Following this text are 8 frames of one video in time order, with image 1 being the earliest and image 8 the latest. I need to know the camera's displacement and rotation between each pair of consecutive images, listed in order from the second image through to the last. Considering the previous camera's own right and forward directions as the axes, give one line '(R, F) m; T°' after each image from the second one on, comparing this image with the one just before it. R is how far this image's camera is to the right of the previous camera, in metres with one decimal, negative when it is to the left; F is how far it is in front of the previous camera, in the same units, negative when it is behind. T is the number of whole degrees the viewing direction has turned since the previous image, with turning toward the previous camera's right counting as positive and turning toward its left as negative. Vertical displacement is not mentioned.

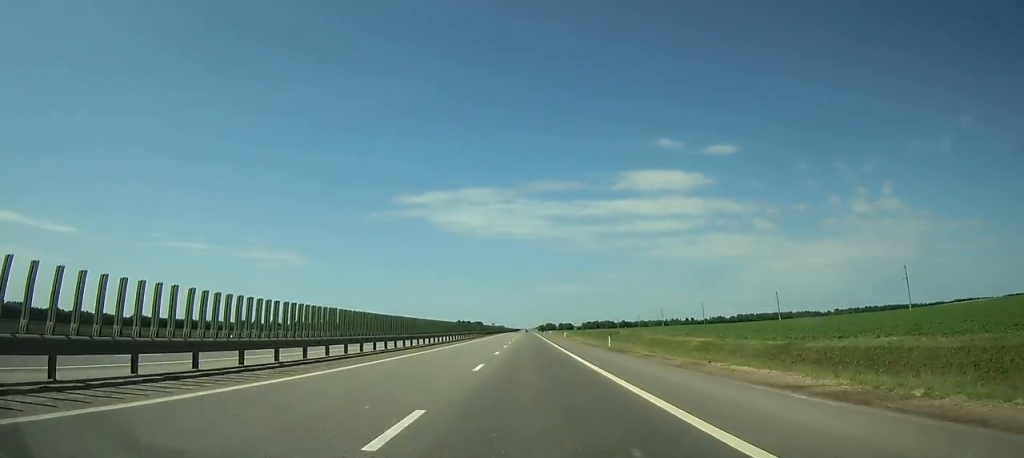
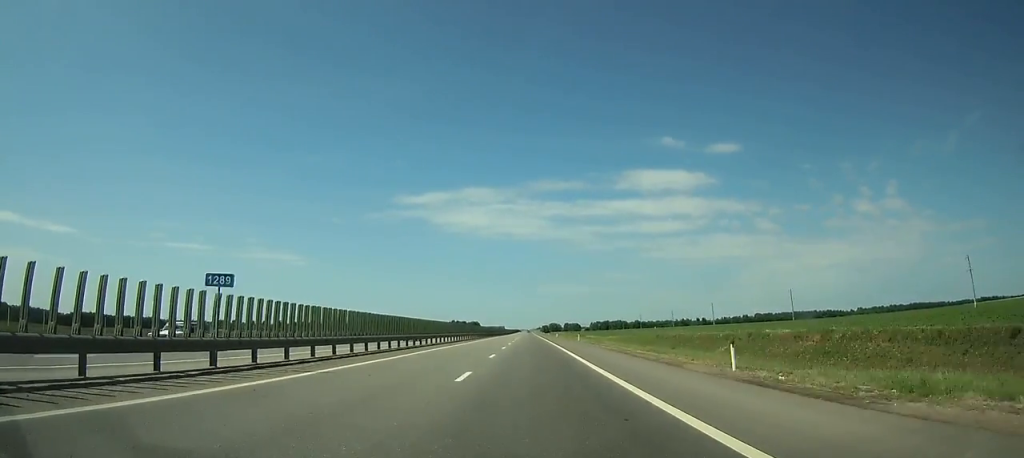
(-0.4, +125.4) m; 0°
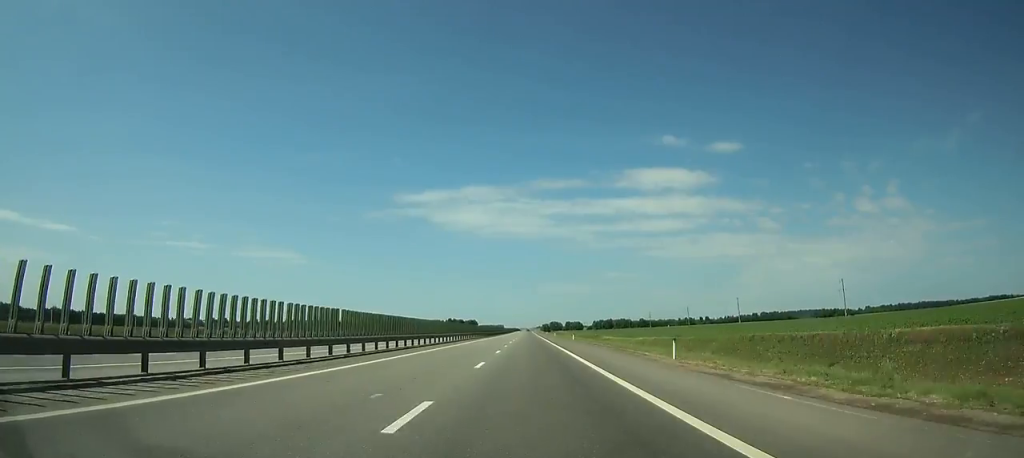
(0.0, +42.0) m; 0°
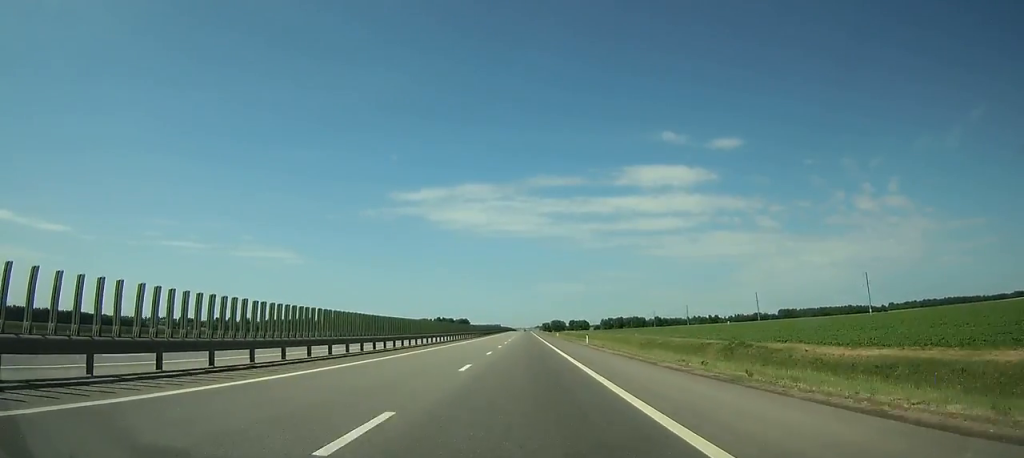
(+0.2, +118.2) m; 0°
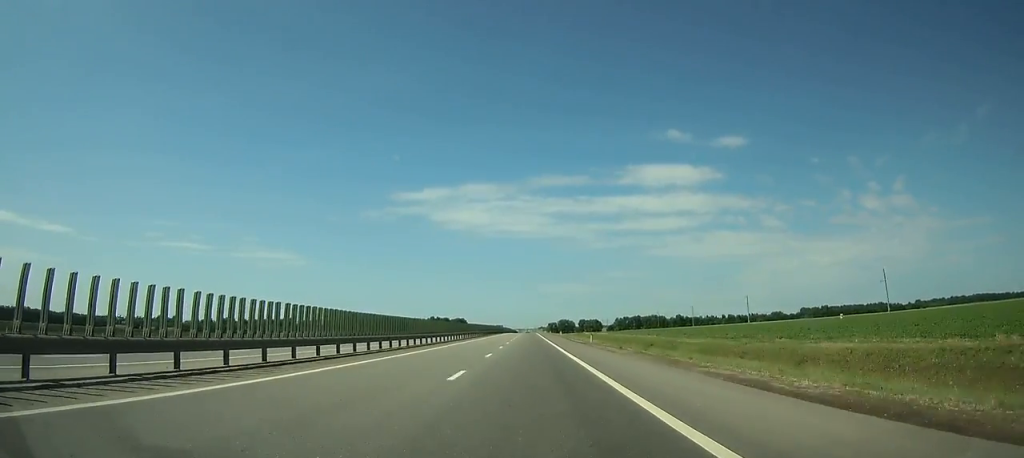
(-0.1, +102.2) m; 0°
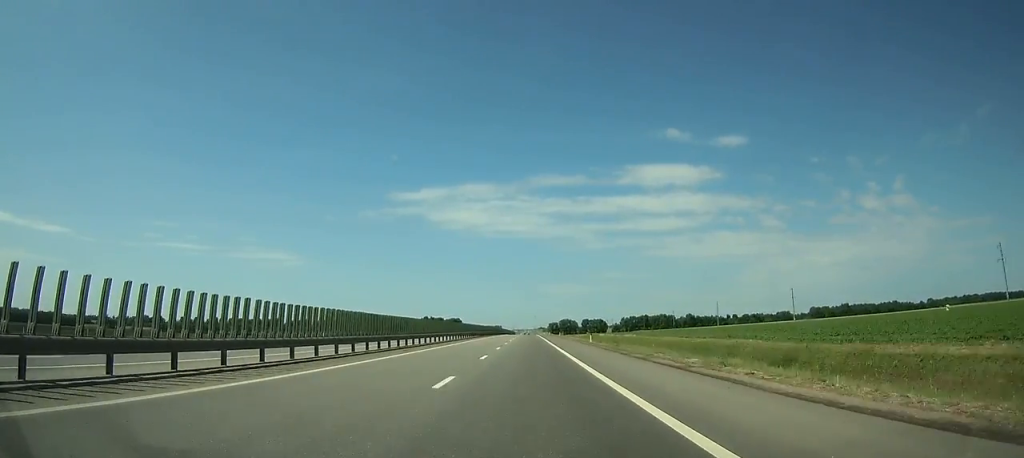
(0.0, +51.4) m; 0°
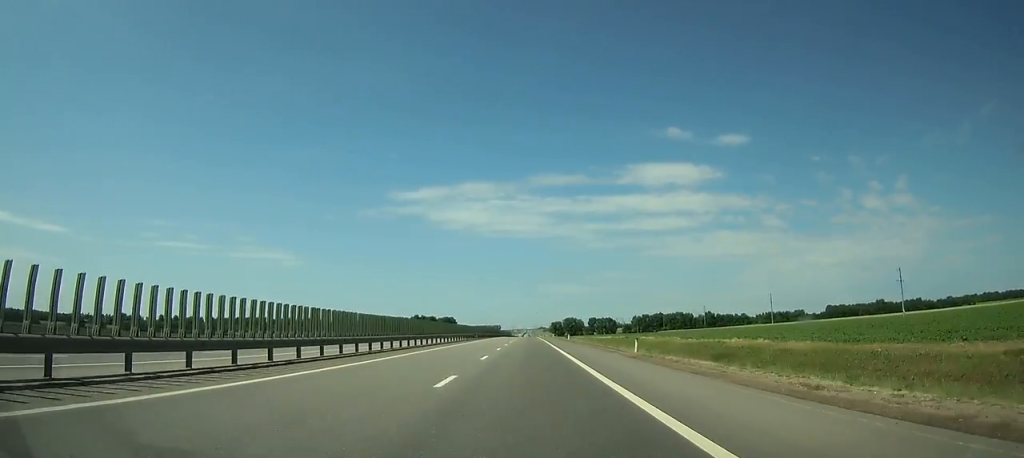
(0.0, +71.7) m; 0°
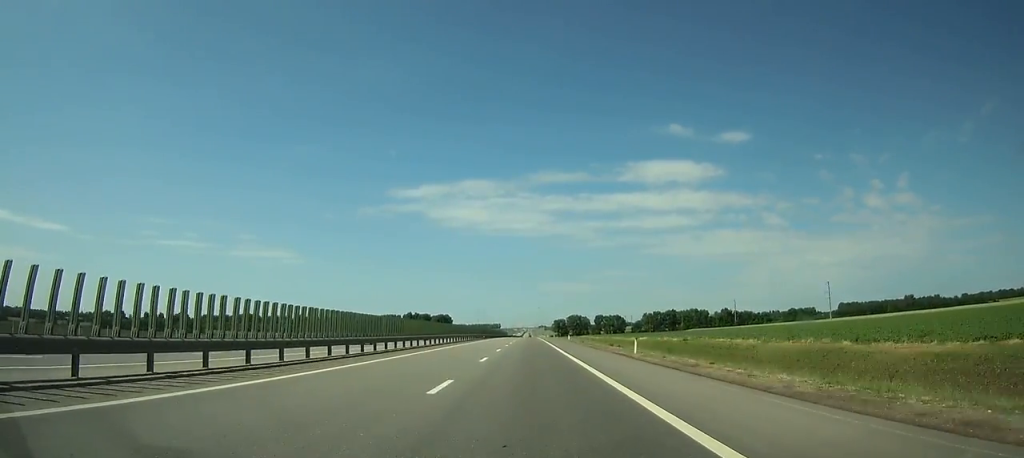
(0.0, +50.3) m; 0°
